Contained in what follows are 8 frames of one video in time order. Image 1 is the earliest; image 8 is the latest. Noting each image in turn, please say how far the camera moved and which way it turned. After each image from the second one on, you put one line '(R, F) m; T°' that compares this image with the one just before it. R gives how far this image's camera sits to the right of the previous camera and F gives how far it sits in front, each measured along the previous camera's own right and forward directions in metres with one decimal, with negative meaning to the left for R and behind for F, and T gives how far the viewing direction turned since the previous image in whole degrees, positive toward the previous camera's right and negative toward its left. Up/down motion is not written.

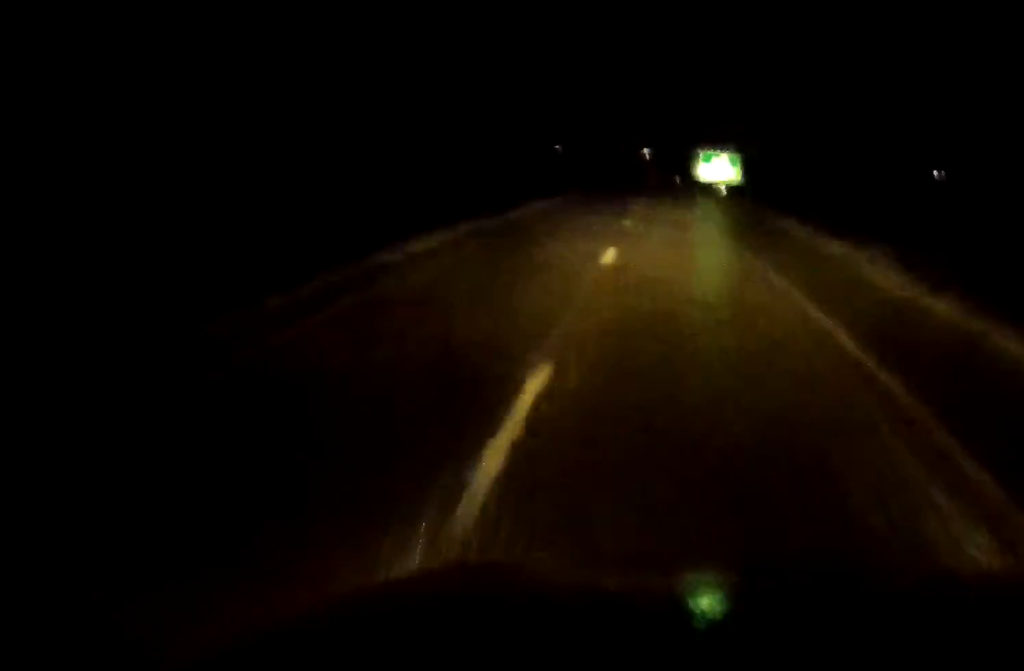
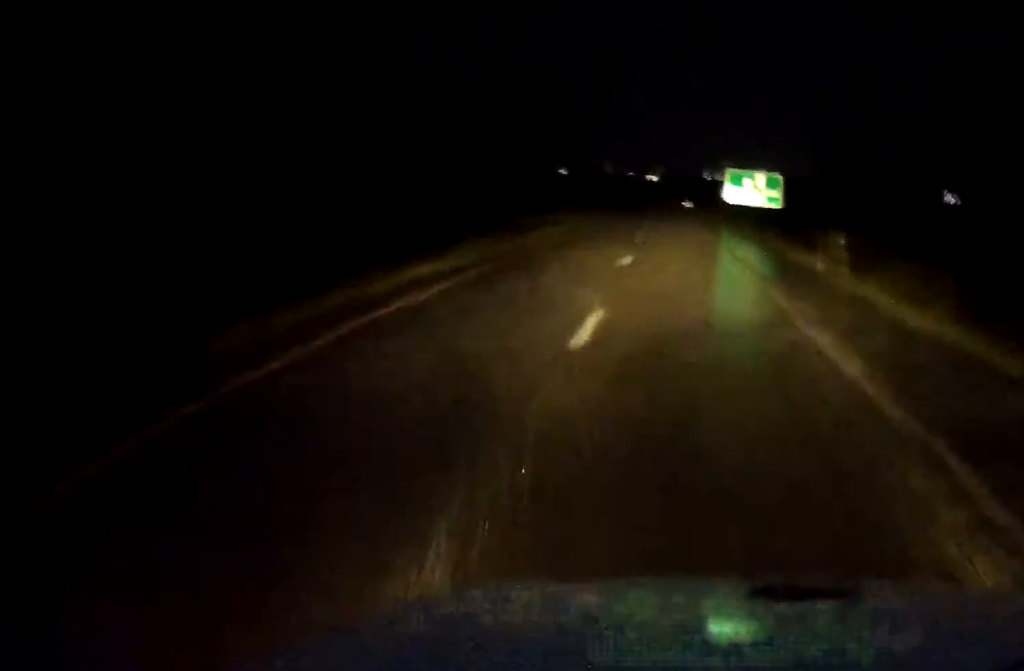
(+0.1, +43.2) m; 0°
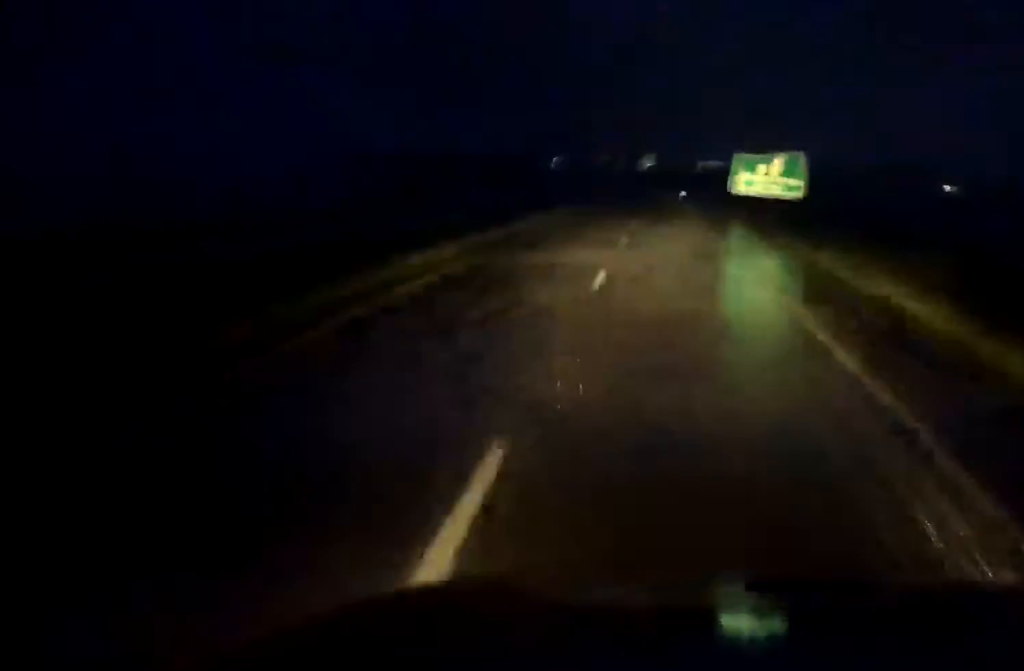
(0.0, +20.0) m; 0°
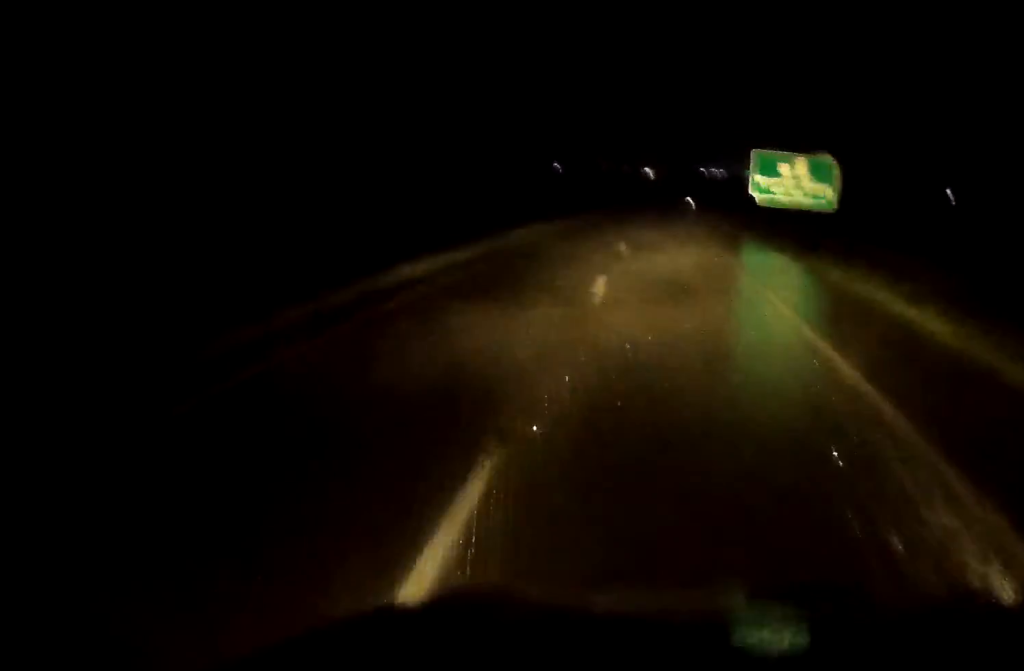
(0.0, +12.6) m; 0°
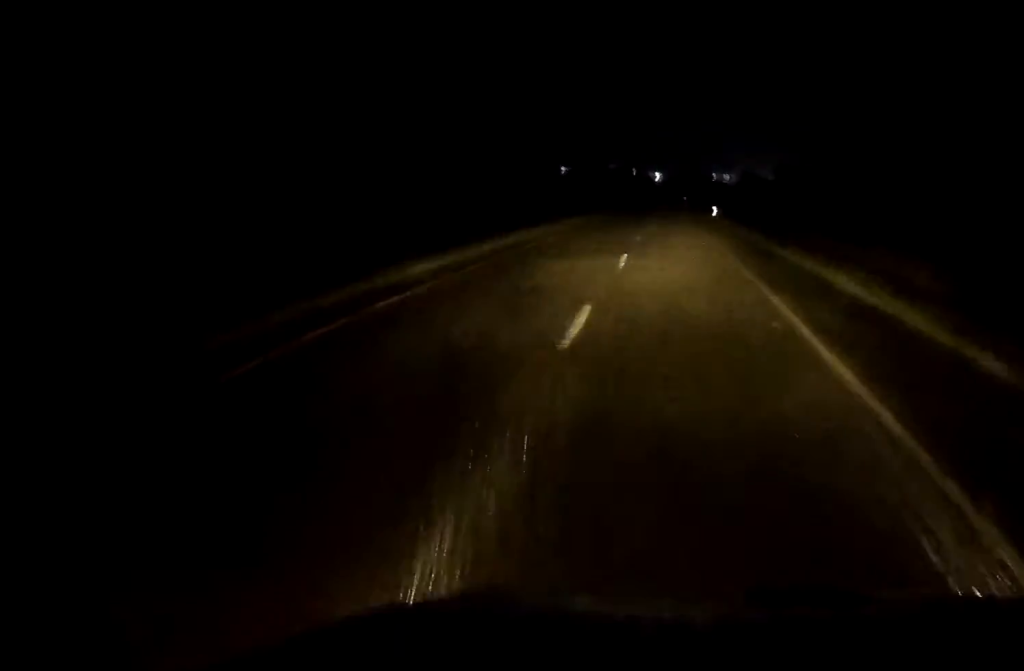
(0.0, +53.4) m; 0°
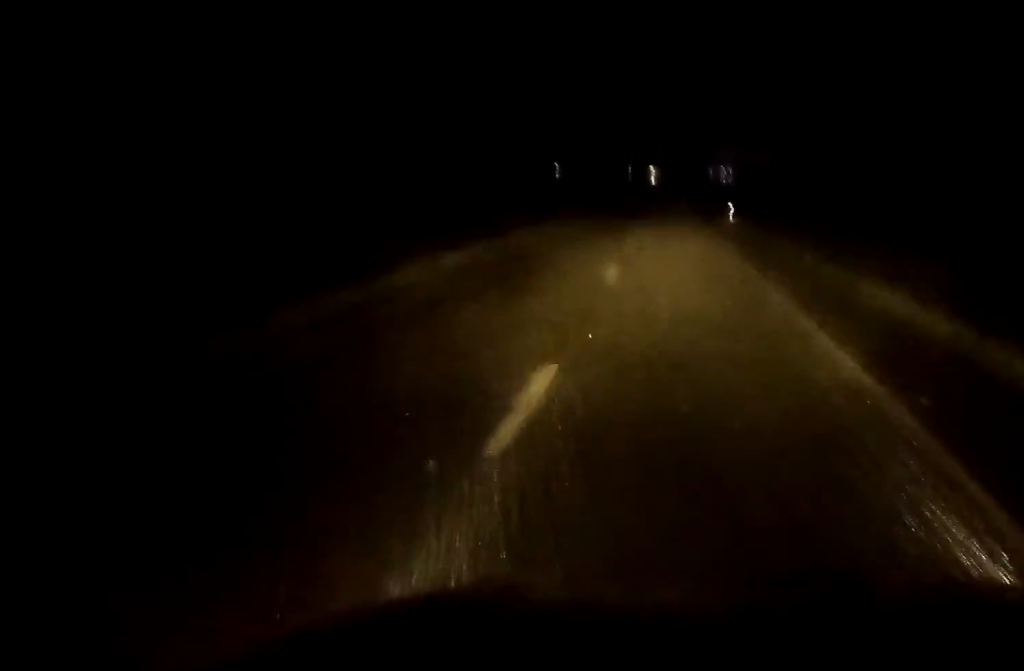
(0.0, +29.3) m; 0°
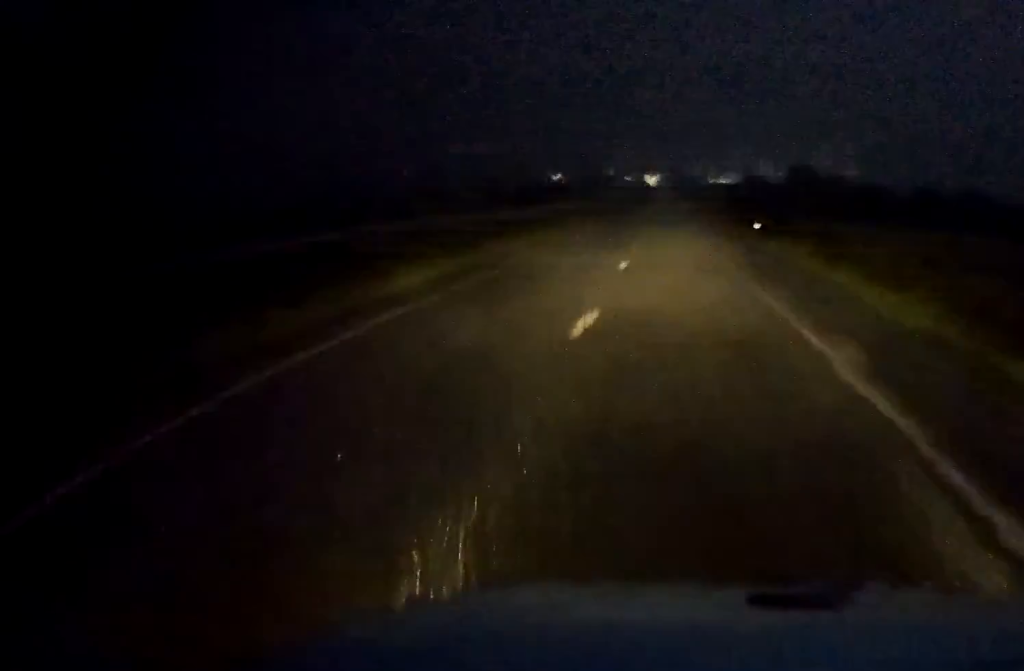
(-0.1, +18.9) m; 0°
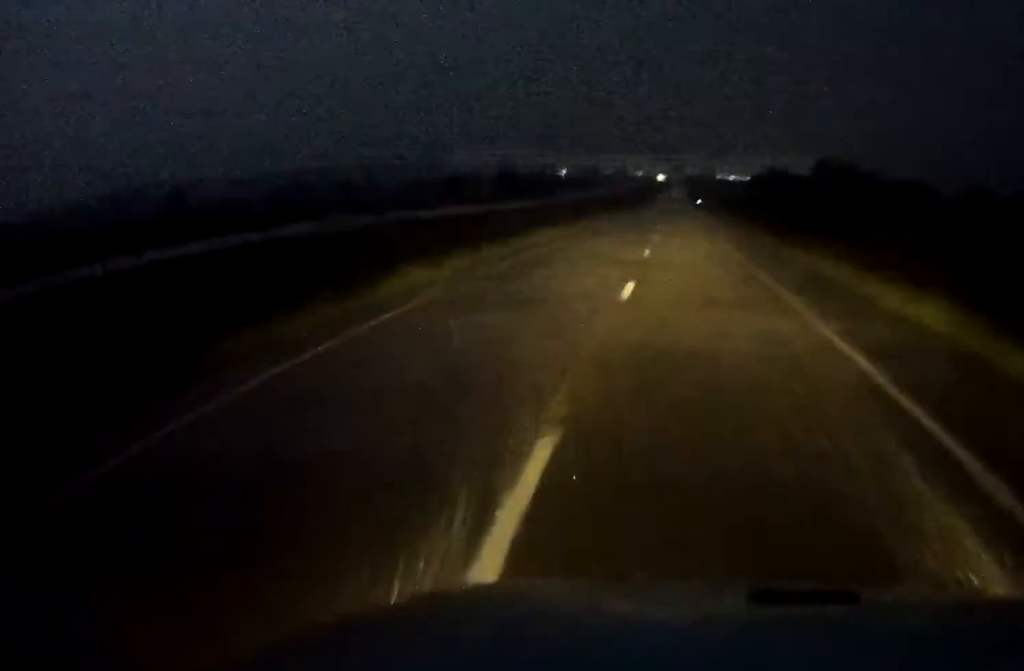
(0.0, +45.1) m; 0°
